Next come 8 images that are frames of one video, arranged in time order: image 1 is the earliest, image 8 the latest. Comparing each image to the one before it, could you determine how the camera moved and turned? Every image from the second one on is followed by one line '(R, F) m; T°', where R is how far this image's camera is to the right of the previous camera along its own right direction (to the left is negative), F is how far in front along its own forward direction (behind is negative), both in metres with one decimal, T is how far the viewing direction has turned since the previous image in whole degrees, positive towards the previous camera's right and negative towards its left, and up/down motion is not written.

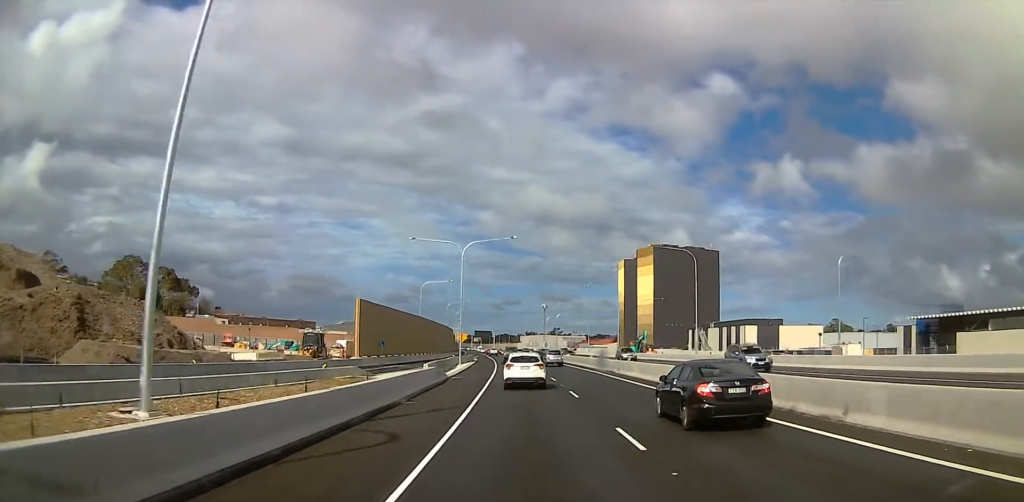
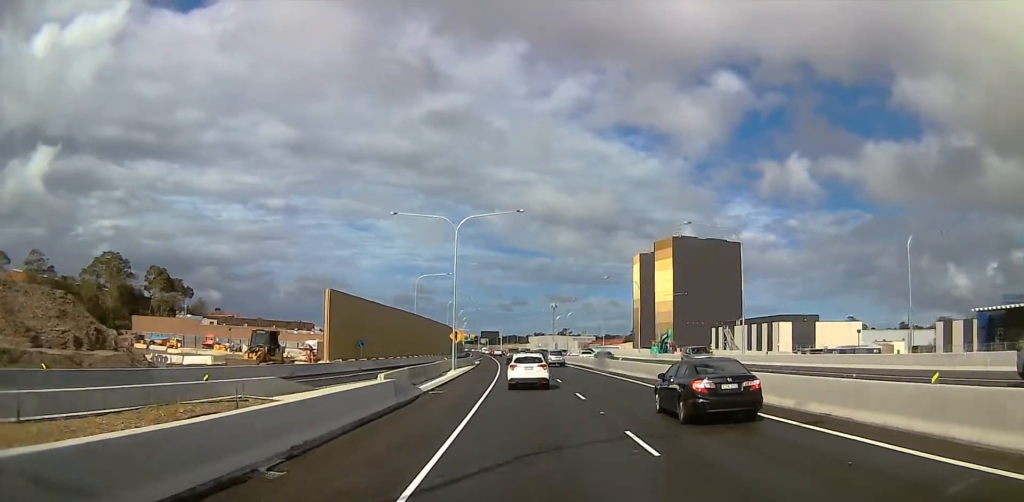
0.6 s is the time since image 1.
(-0.2, +12.5) m; 0°
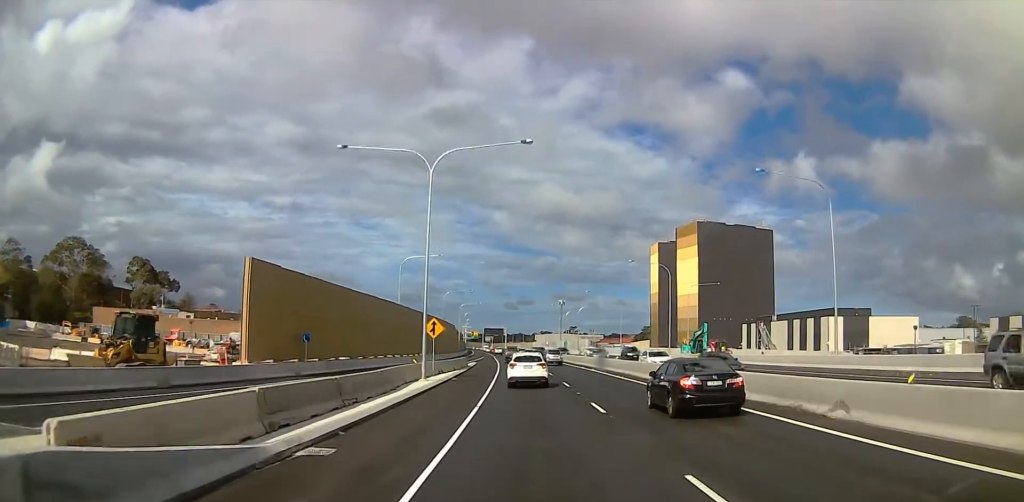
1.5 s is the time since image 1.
(+0.1, +16.2) m; 0°
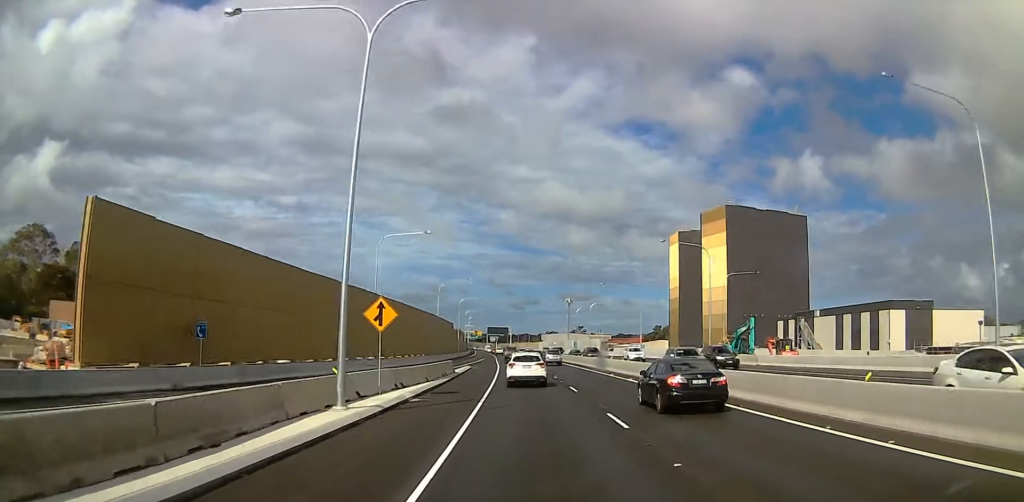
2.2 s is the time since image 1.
(+0.1, +14.8) m; -1°
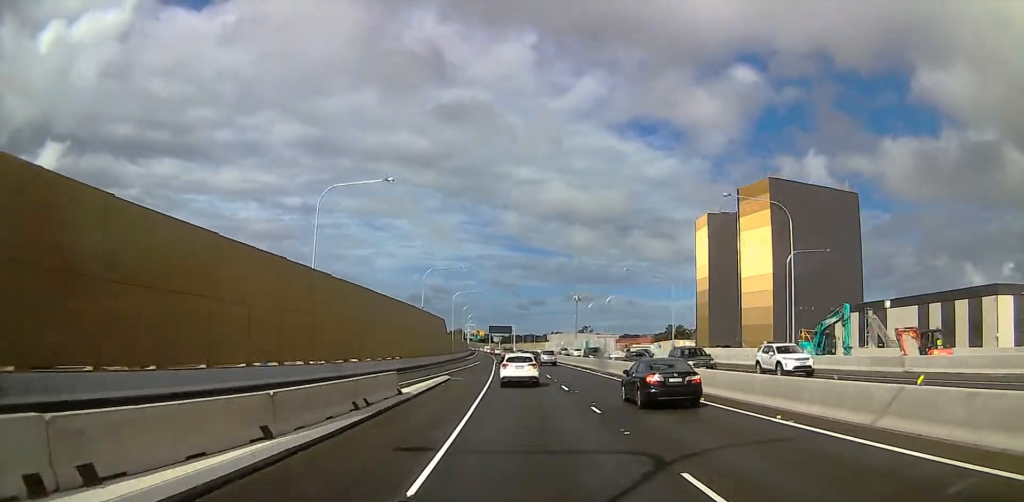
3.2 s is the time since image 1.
(-0.5, +20.1) m; -2°
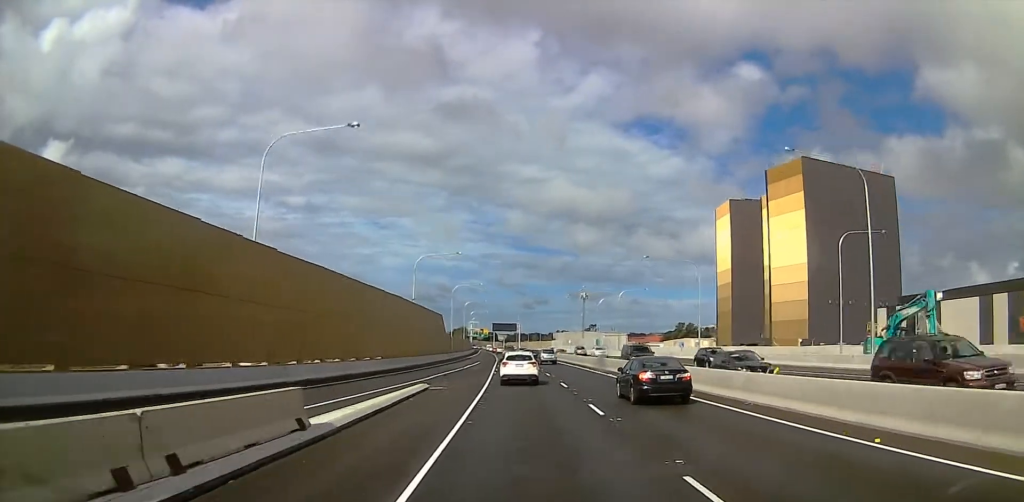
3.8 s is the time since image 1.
(-0.4, +11.5) m; 0°
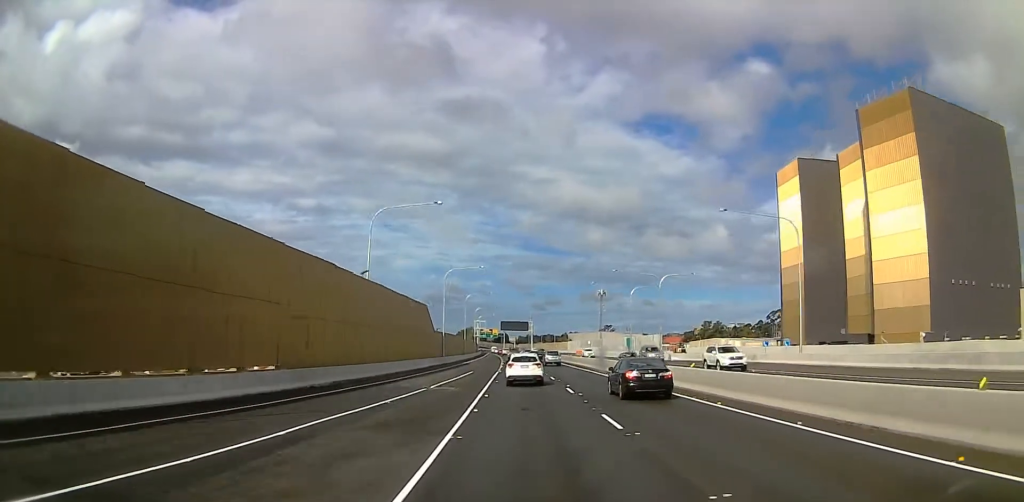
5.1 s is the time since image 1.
(+0.7, +26.1) m; +2°
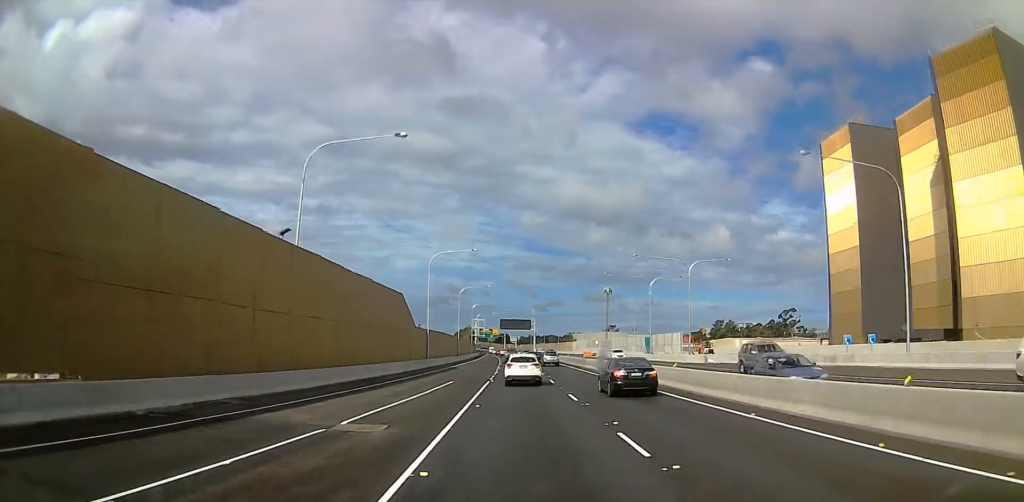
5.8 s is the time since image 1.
(+0.1, +15.1) m; -2°
